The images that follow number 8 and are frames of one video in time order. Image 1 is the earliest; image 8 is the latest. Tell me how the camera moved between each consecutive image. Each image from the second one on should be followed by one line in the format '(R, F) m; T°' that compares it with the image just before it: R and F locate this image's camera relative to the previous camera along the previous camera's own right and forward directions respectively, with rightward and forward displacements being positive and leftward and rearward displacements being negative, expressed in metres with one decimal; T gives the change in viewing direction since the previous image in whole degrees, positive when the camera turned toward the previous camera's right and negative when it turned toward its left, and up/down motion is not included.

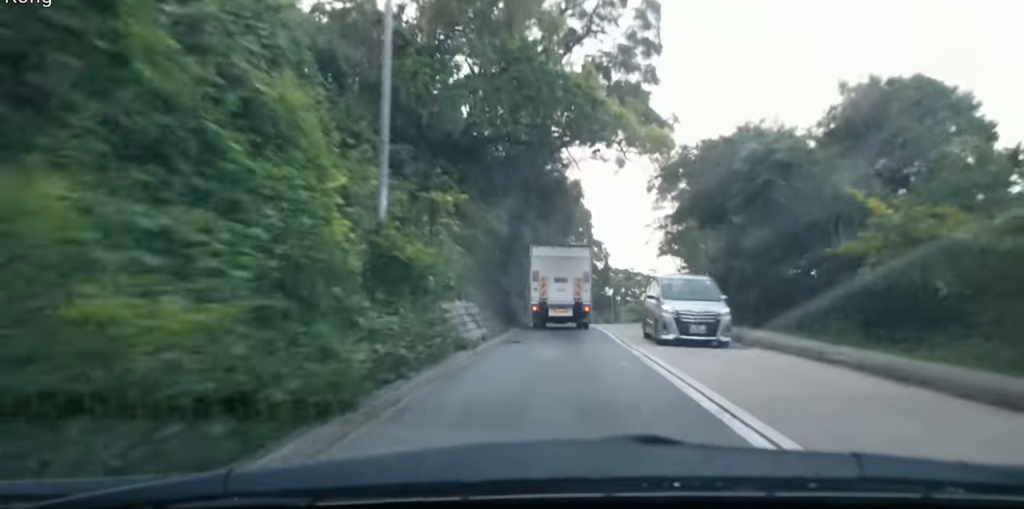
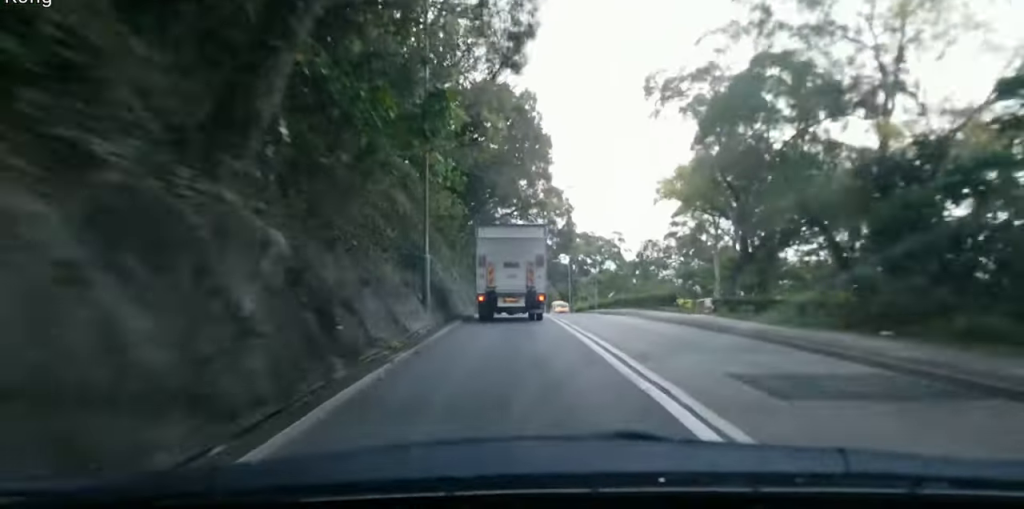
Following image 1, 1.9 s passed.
(0.0, +27.4) m; 0°
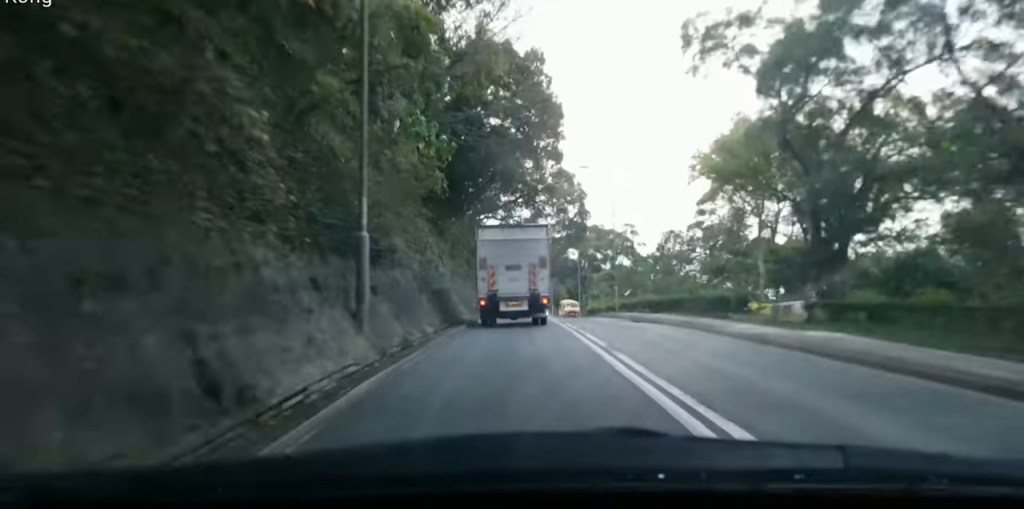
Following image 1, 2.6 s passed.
(0.0, +9.6) m; 0°
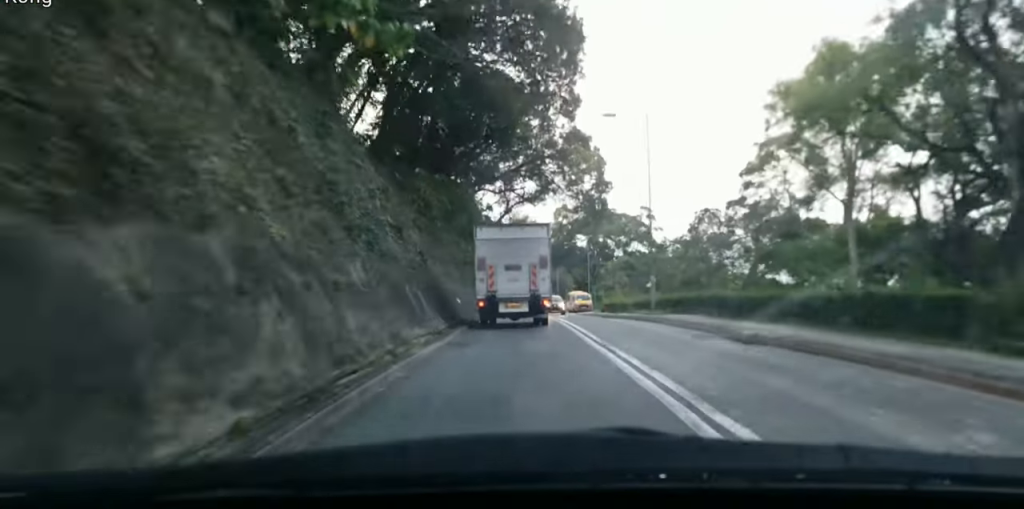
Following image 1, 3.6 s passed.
(0.0, +13.5) m; 0°
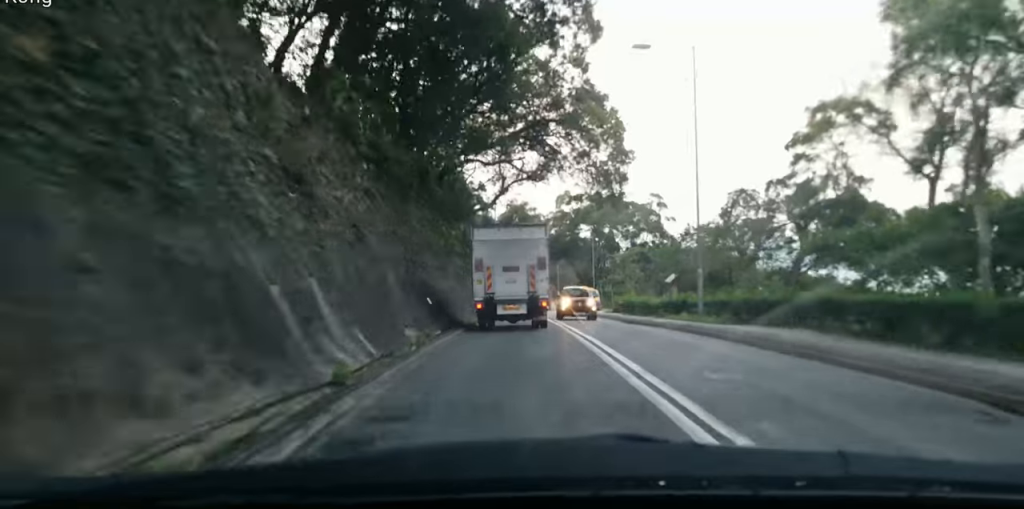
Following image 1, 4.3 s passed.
(0.0, +10.6) m; 0°
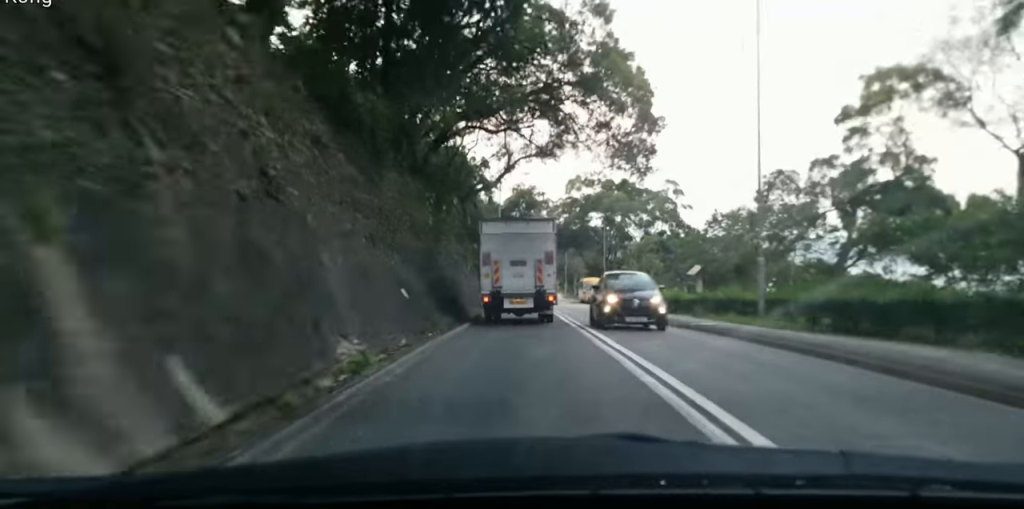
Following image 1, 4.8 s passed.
(0.0, +6.7) m; 0°
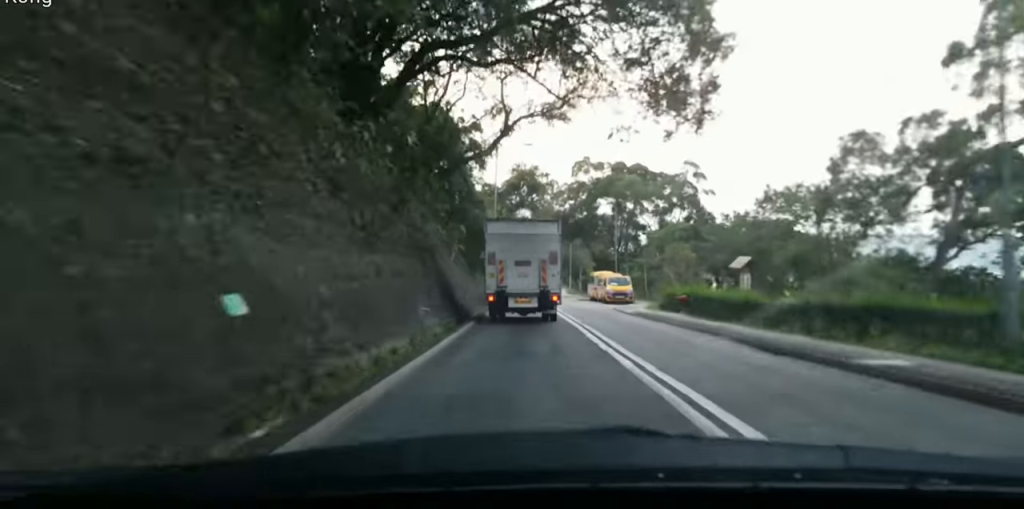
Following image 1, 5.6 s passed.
(0.0, +11.0) m; 0°
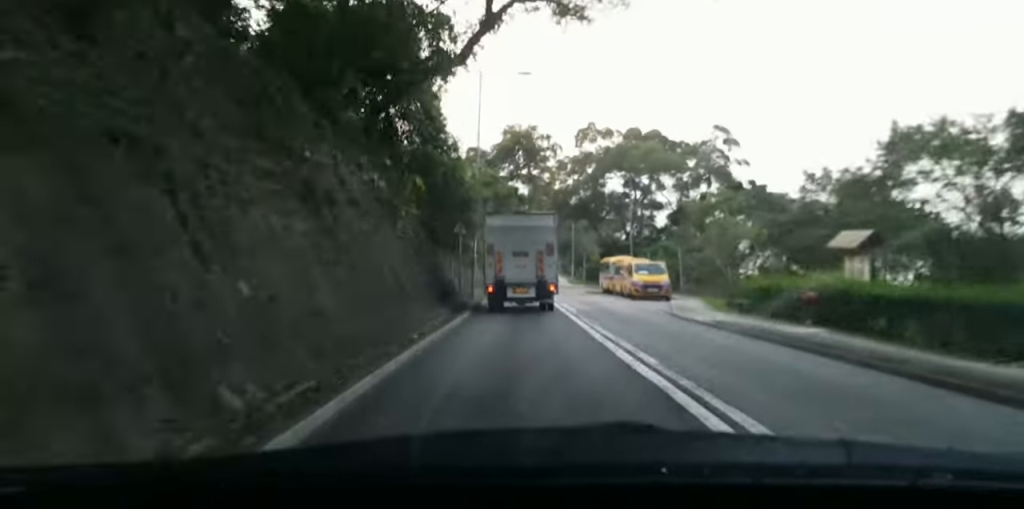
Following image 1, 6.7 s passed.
(0.0, +15.2) m; +1°
